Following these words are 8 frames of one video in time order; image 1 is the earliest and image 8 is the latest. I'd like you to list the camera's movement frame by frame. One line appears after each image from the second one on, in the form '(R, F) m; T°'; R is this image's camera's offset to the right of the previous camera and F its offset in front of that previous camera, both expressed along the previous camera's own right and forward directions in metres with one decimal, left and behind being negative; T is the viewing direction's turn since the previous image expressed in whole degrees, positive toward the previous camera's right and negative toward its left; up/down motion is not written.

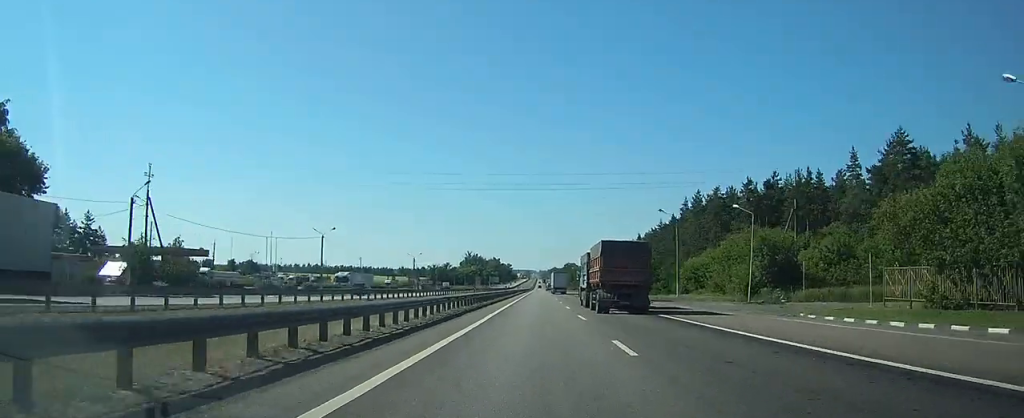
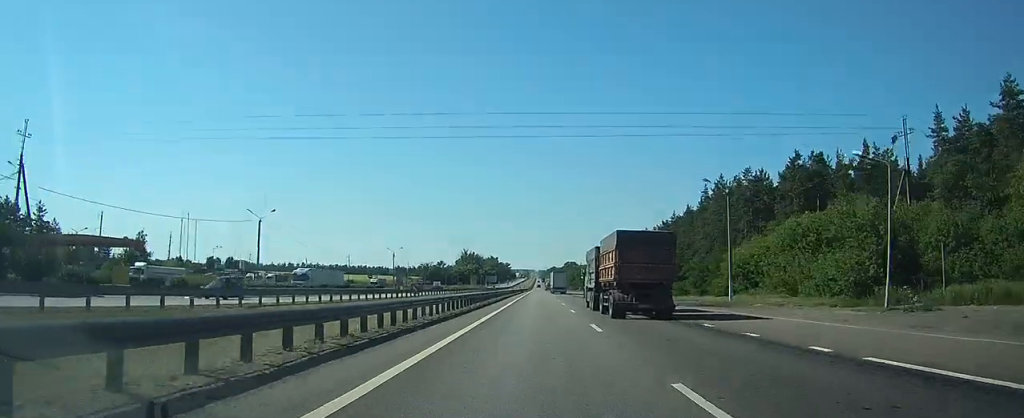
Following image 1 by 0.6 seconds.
(0.0, +19.9) m; 0°
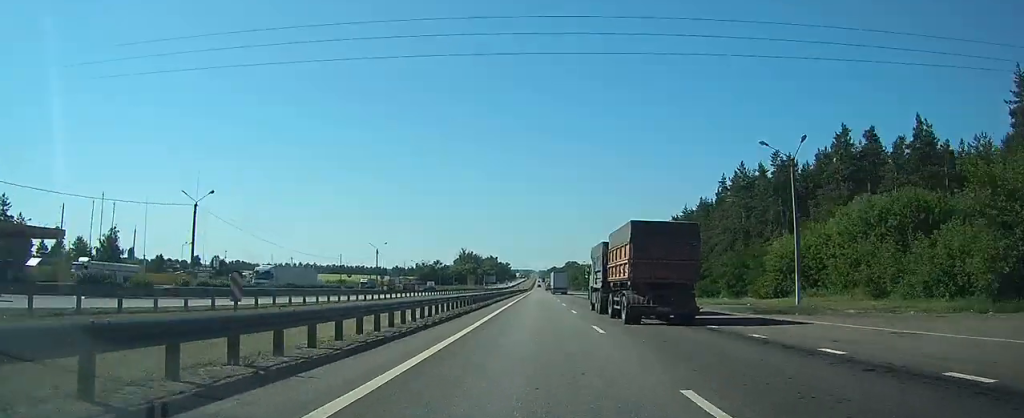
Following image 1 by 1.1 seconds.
(-0.1, +13.2) m; 0°
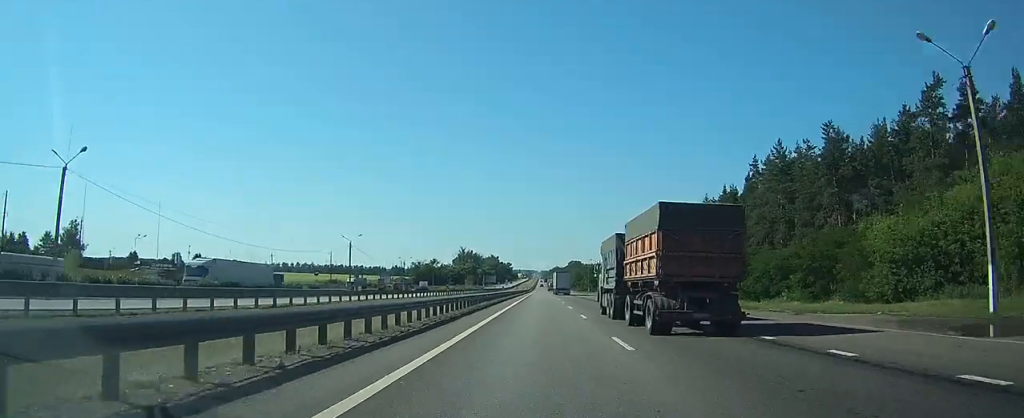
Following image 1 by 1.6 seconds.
(0.0, +17.1) m; 0°
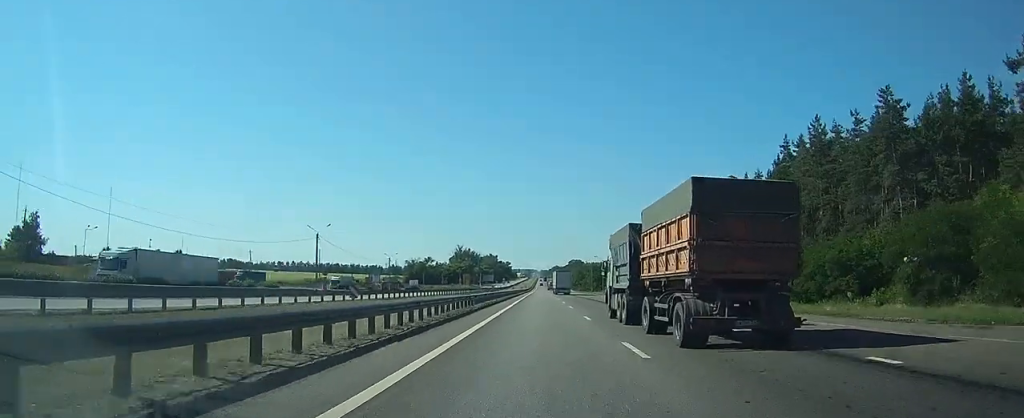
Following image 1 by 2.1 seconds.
(0.0, +13.7) m; 0°
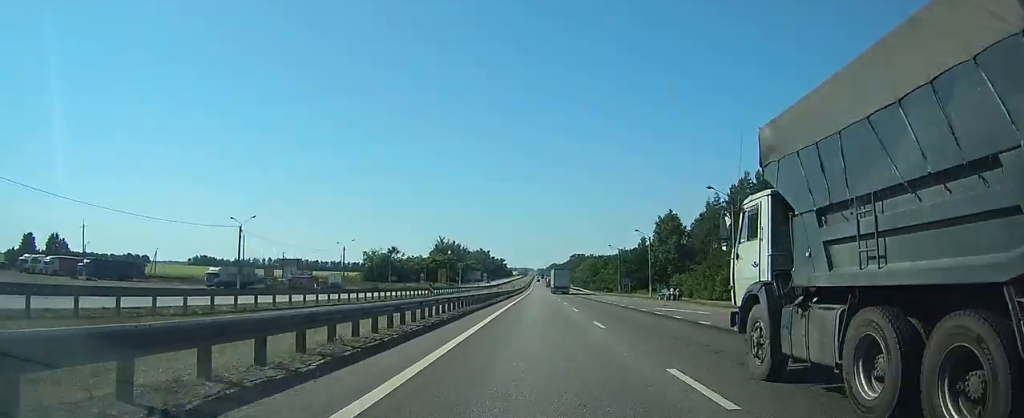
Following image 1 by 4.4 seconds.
(+0.2, +64.9) m; +1°
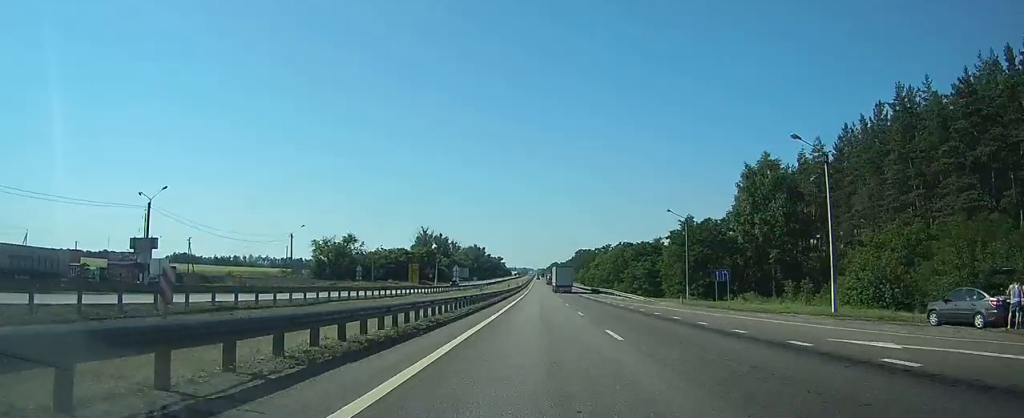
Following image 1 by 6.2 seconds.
(+0.1, +51.7) m; 0°
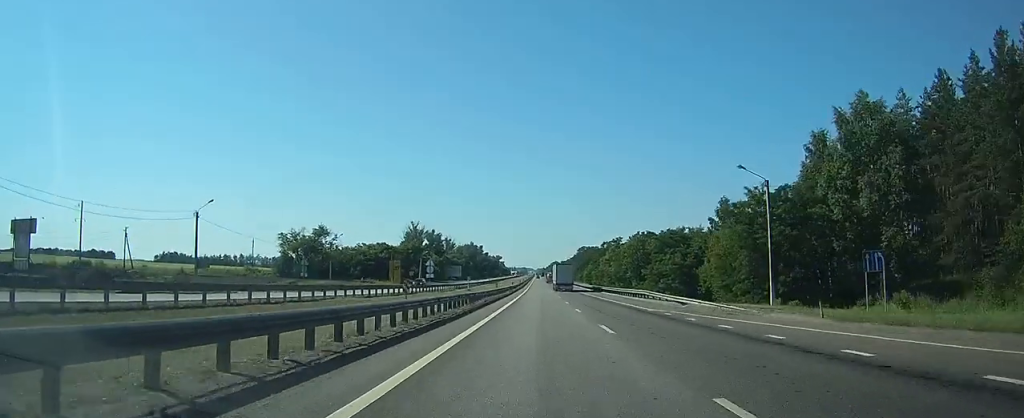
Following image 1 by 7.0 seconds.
(0.0, +22.7) m; 0°
